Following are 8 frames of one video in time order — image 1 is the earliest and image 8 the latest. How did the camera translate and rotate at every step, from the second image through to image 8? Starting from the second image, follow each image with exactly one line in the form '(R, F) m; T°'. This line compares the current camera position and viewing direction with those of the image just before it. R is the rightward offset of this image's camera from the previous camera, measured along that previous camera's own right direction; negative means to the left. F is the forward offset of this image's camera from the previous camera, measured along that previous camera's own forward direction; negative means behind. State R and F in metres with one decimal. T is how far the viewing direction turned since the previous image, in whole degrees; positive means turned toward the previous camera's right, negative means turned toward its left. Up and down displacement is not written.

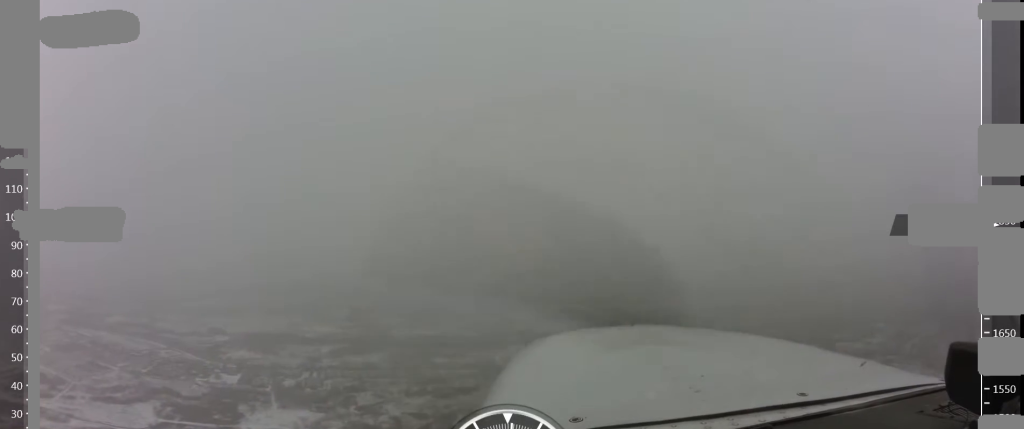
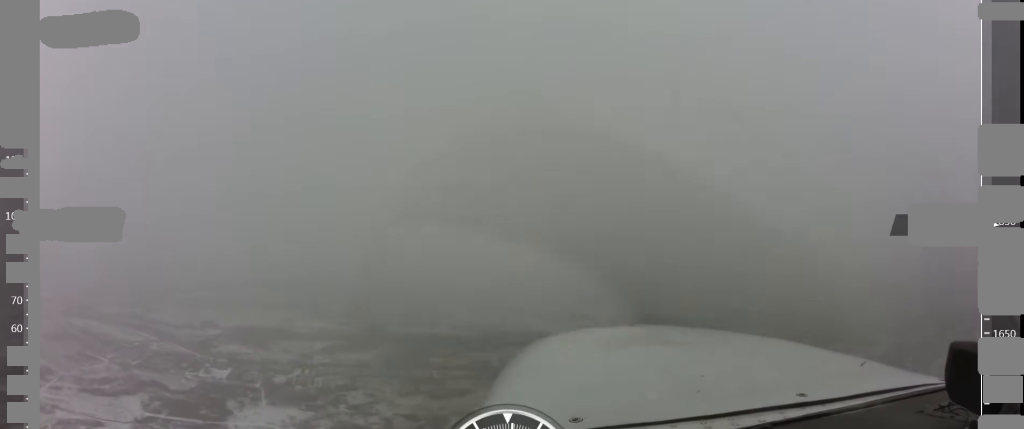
(+0.2, +22.7) m; -1°
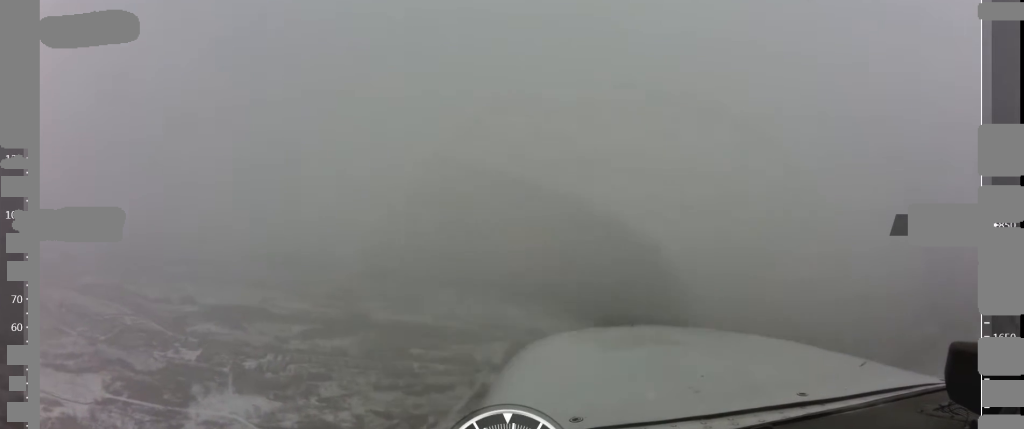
(-1.6, +61.3) m; 0°
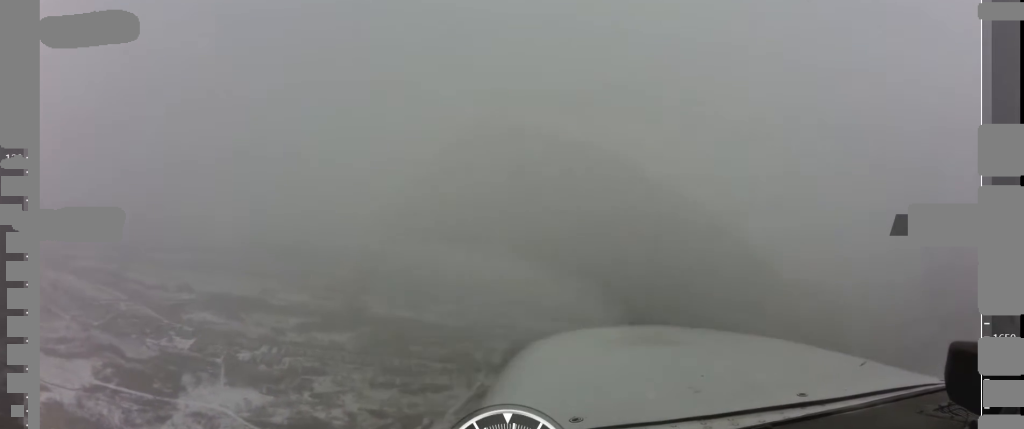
(+0.8, +22.7) m; 0°
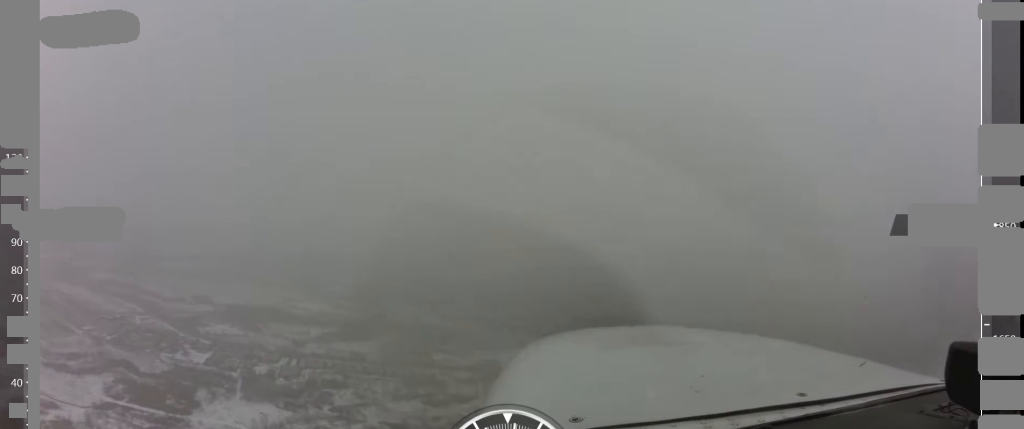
(+0.4, +32.5) m; 0°
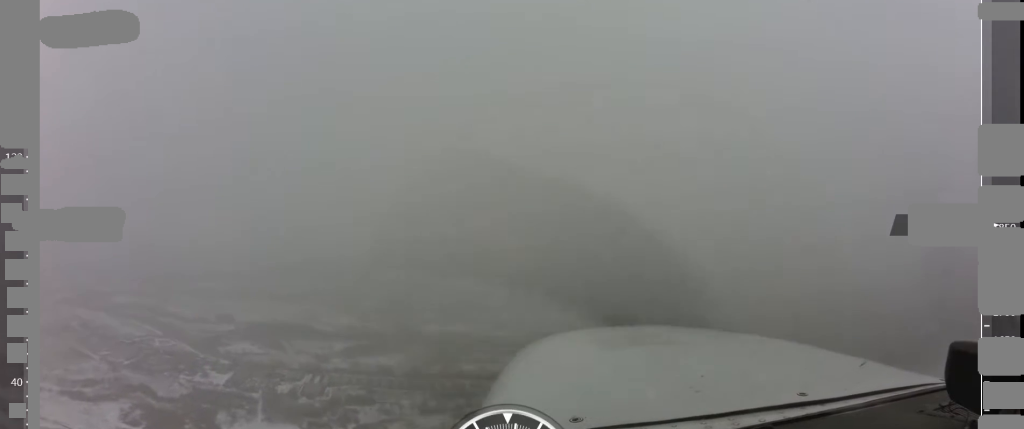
(-0.8, +30.9) m; -1°
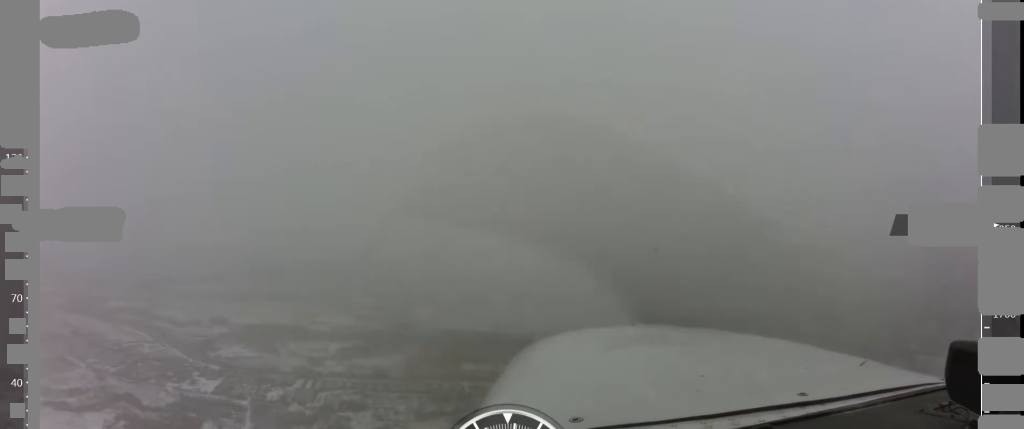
(-0.2, +45.8) m; 0°
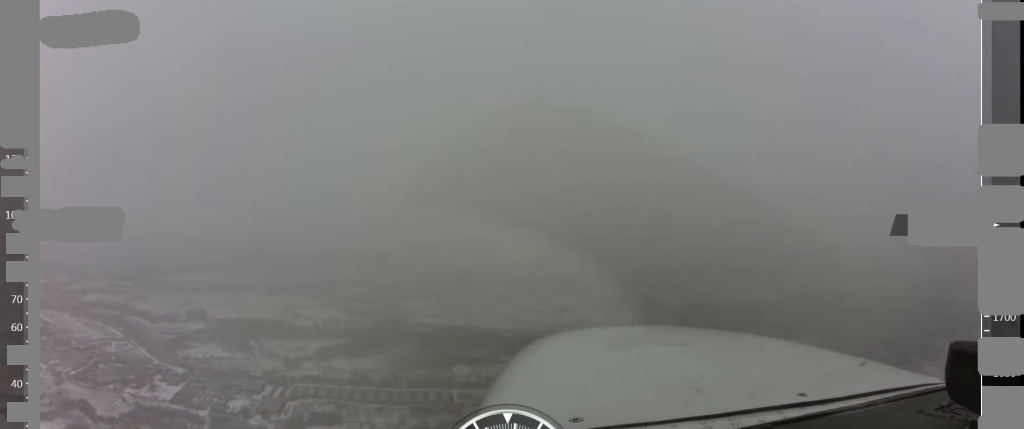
(+3.2, +118.5) m; +1°
